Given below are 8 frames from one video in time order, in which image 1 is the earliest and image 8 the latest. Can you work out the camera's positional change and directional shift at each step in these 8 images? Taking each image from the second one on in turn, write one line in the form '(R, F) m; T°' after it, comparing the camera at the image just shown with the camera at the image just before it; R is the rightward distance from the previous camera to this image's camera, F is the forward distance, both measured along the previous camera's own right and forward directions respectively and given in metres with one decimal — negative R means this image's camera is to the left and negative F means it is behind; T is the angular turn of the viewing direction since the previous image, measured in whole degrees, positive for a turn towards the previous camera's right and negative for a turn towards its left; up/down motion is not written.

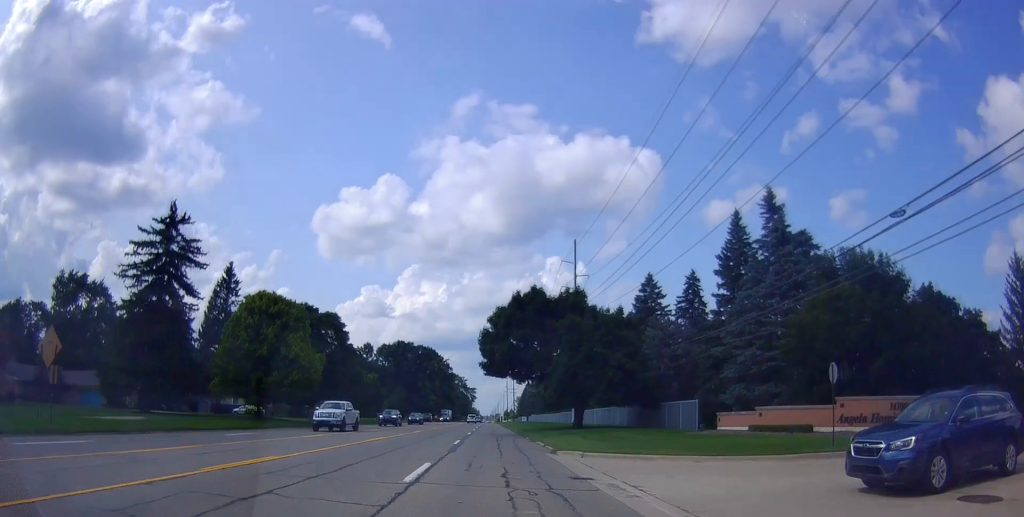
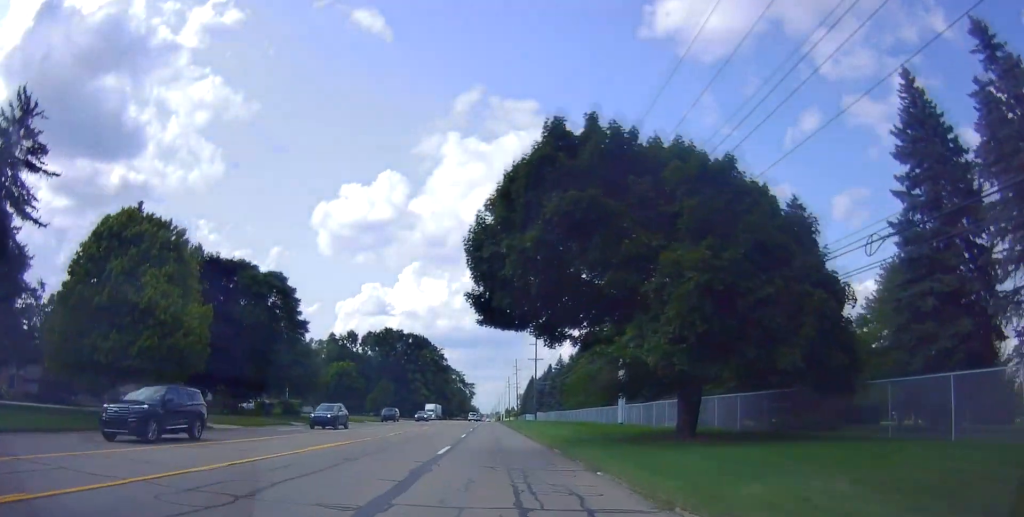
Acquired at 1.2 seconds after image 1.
(+0.5, +24.7) m; +1°
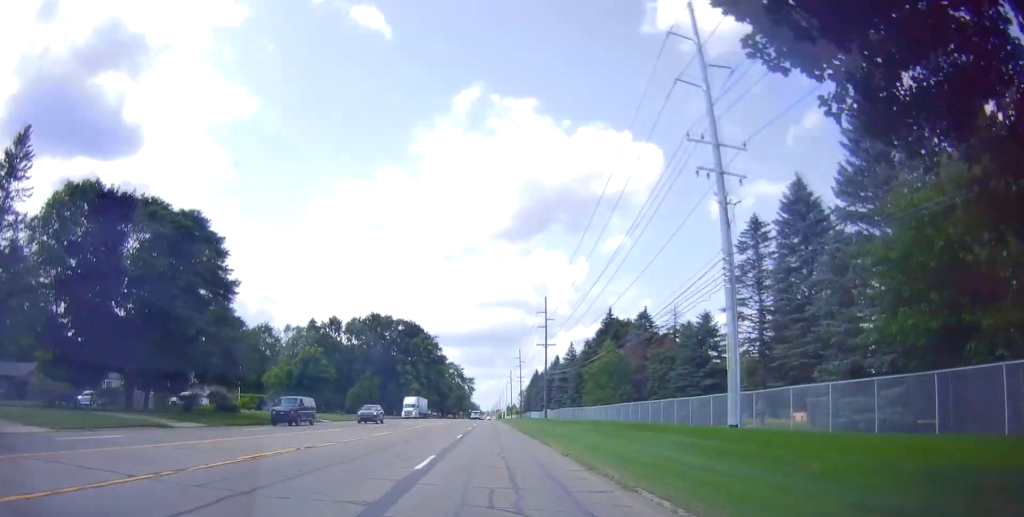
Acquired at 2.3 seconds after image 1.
(-0.3, +20.8) m; 0°
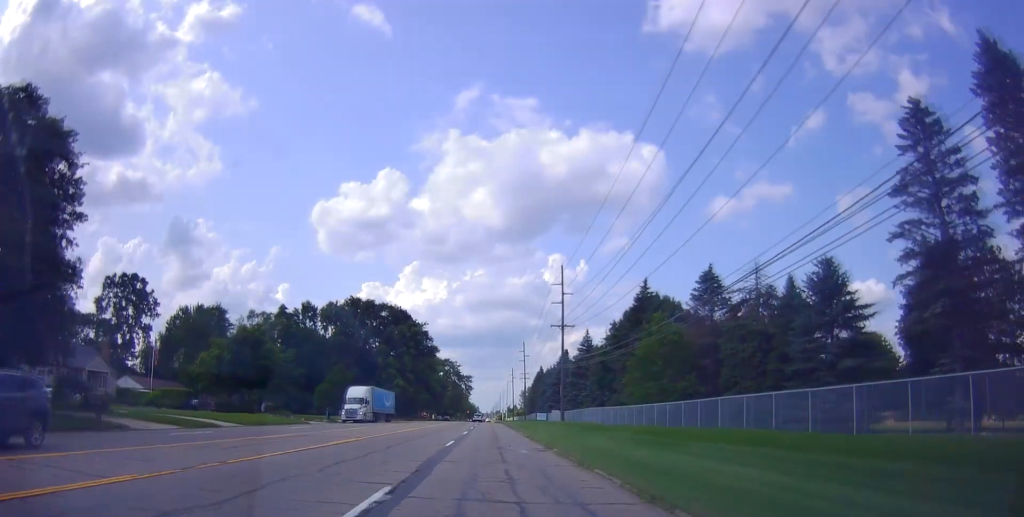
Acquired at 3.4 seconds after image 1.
(+0.4, +23.2) m; +1°
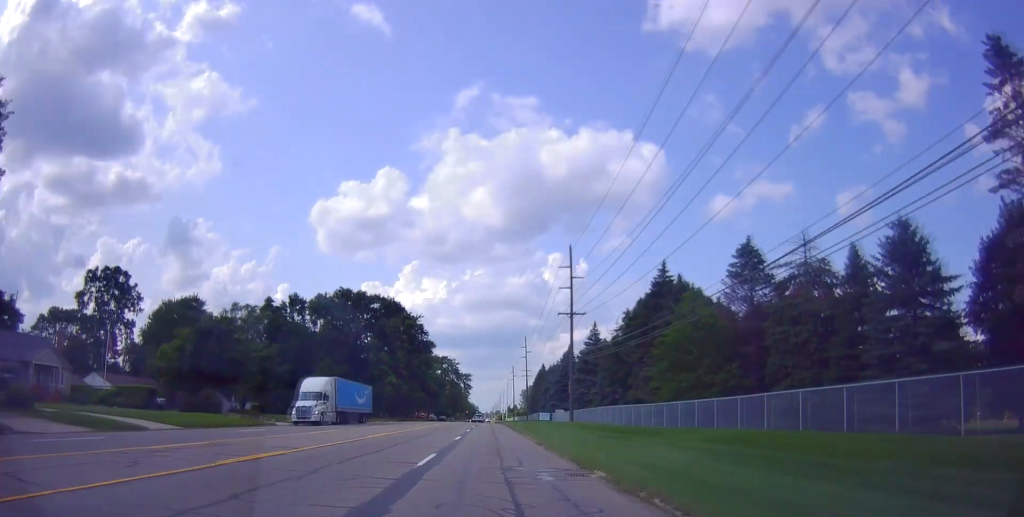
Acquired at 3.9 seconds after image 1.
(0.0, +8.7) m; -1°
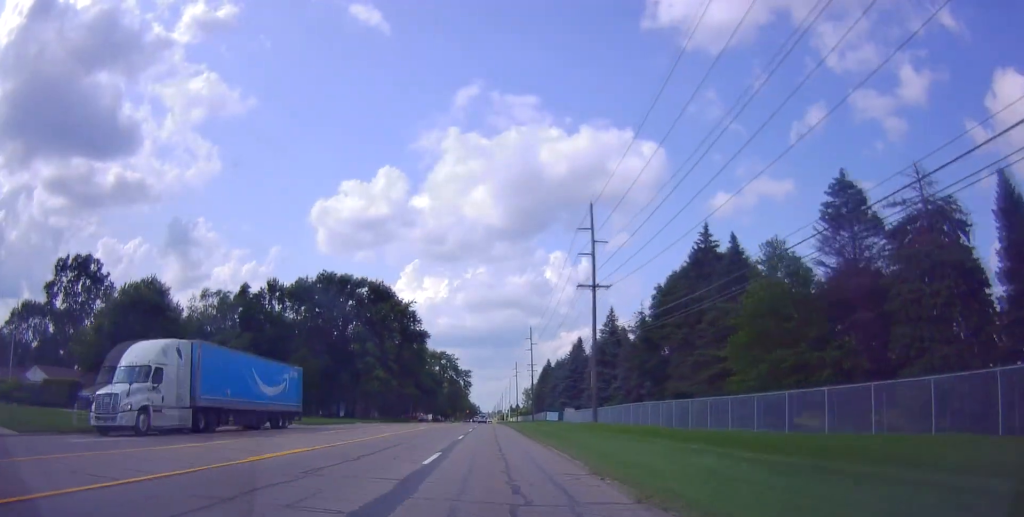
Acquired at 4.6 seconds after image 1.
(-0.1, +14.0) m; -1°
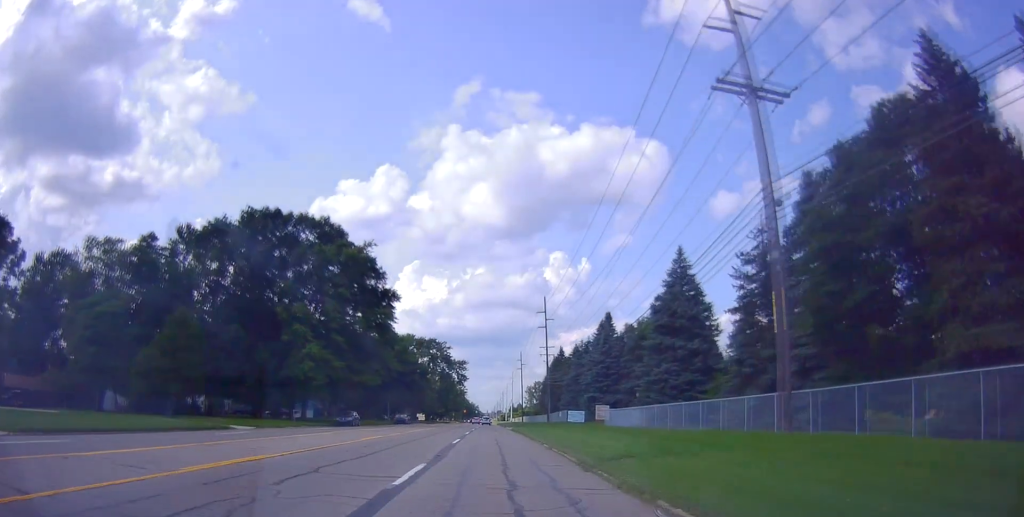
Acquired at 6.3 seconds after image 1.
(+0.2, +35.6) m; +1°
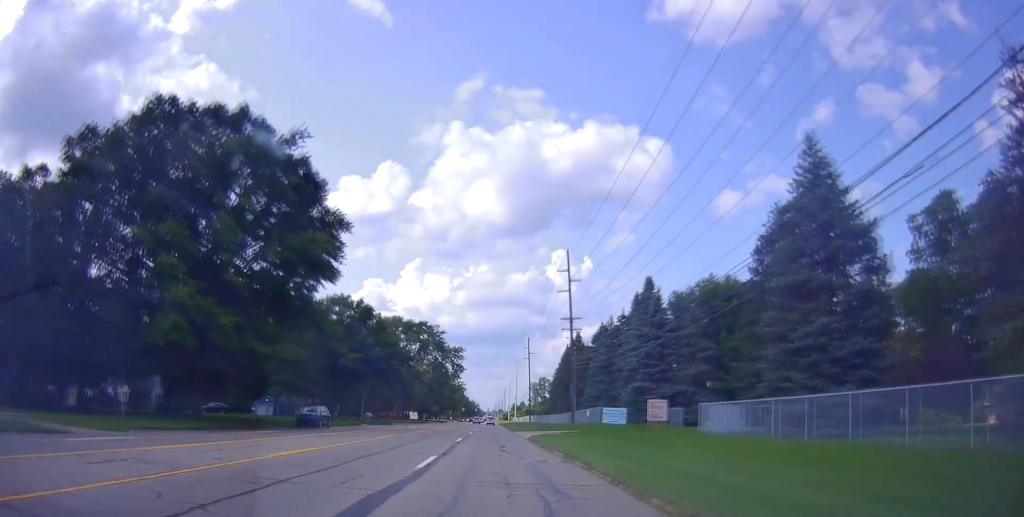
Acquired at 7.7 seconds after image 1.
(-0.2, +27.4) m; 0°
